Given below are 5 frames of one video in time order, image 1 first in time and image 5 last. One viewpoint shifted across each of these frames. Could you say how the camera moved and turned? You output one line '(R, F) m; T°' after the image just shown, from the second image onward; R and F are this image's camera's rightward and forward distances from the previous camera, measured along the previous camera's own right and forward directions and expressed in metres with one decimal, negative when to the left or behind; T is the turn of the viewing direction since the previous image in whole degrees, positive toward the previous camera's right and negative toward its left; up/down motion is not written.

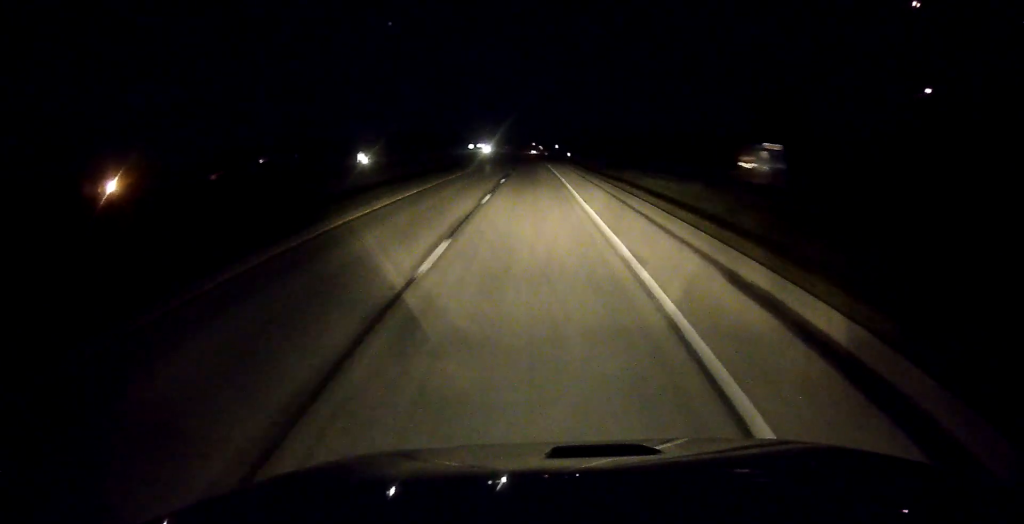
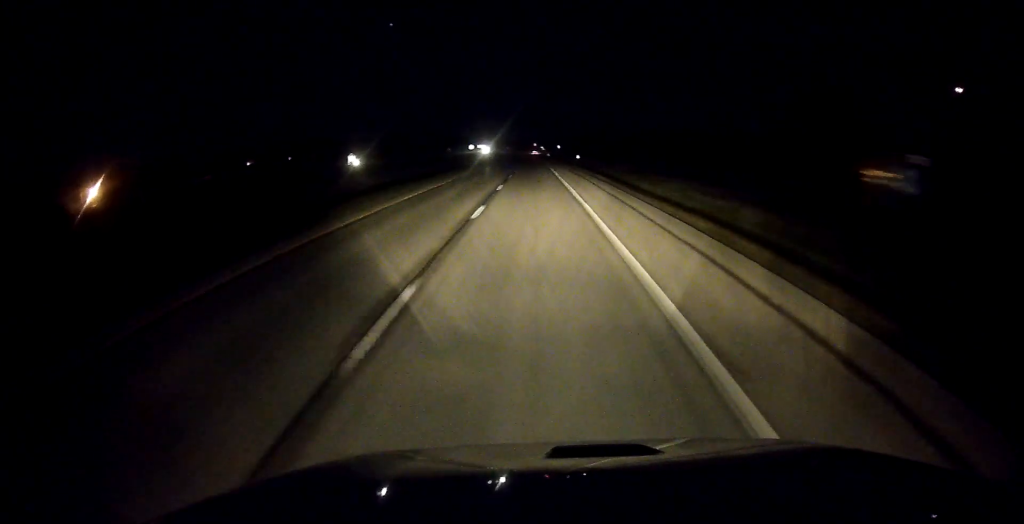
(-0.1, +16.4) m; 0°
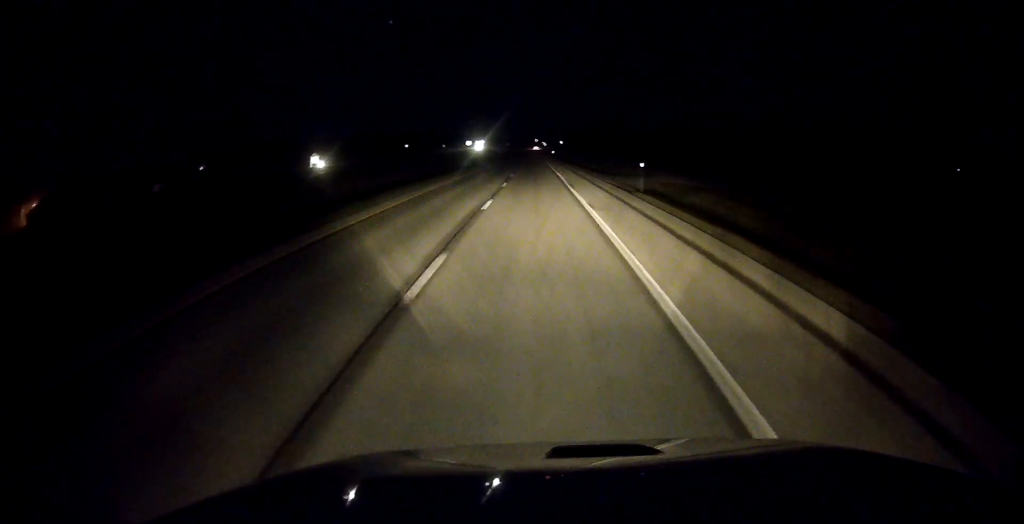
(0.0, +45.8) m; 0°
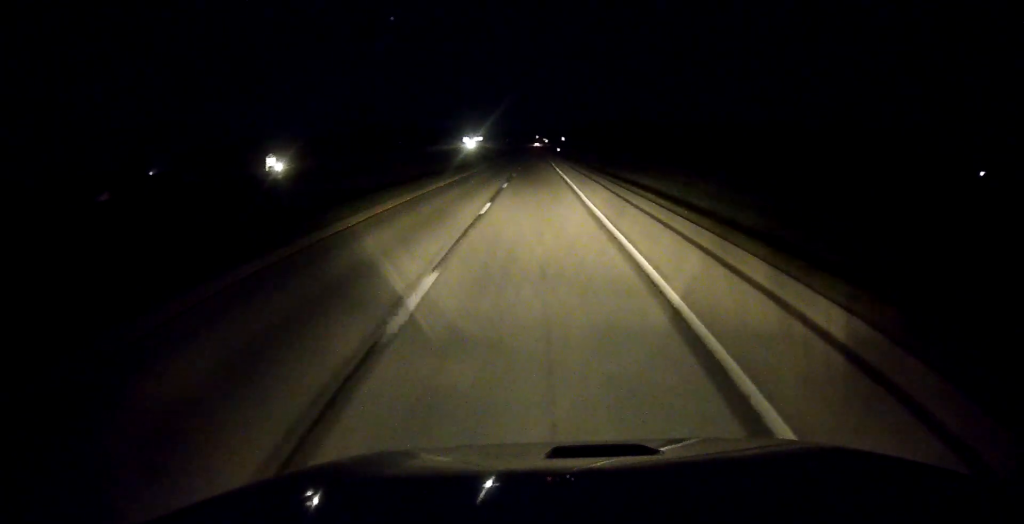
(0.0, +37.8) m; 0°
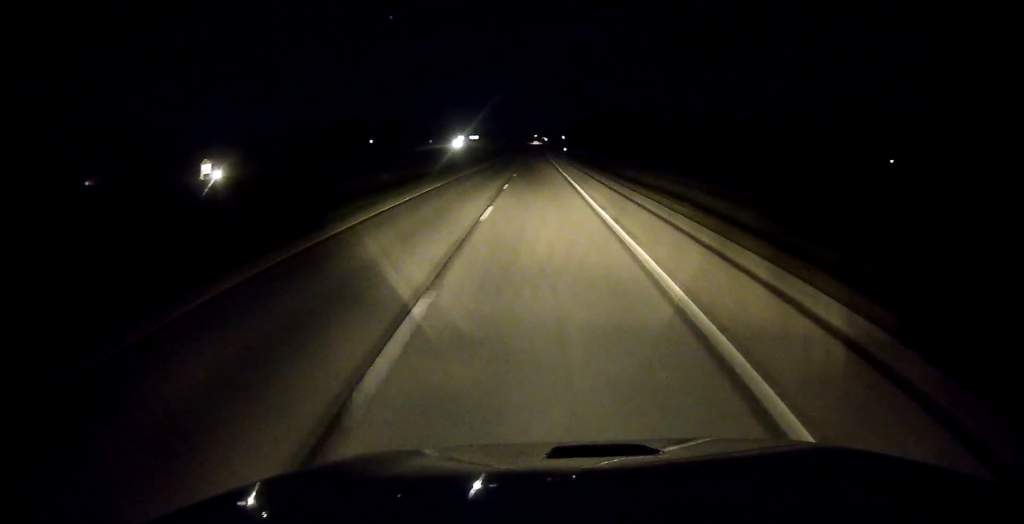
(0.0, +38.0) m; 0°
